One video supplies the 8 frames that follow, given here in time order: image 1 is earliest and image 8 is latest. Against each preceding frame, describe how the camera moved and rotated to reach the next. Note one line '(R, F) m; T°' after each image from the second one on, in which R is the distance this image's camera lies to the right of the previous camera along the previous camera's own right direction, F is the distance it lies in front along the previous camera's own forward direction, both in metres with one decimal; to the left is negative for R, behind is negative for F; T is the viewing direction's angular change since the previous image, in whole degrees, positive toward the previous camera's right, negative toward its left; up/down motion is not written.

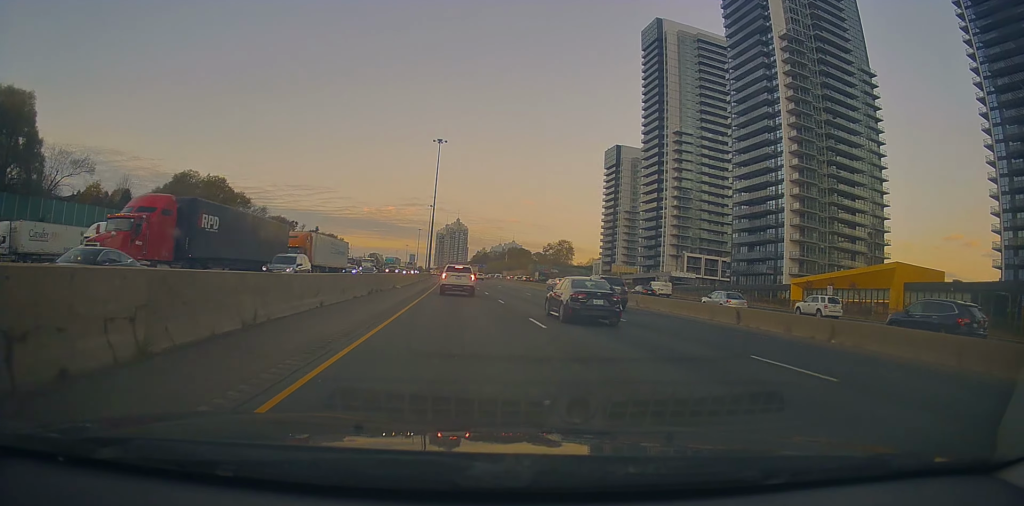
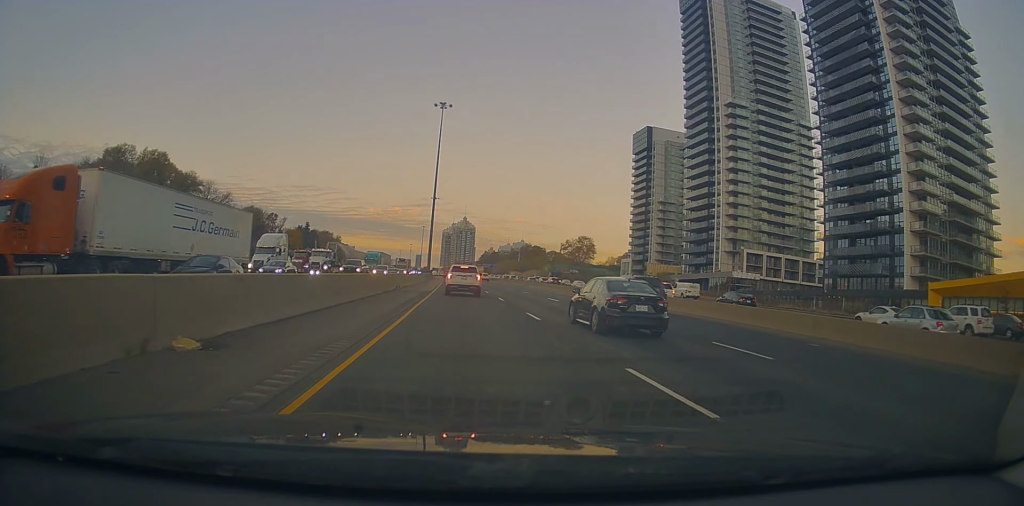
(-0.4, +33.7) m; -1°
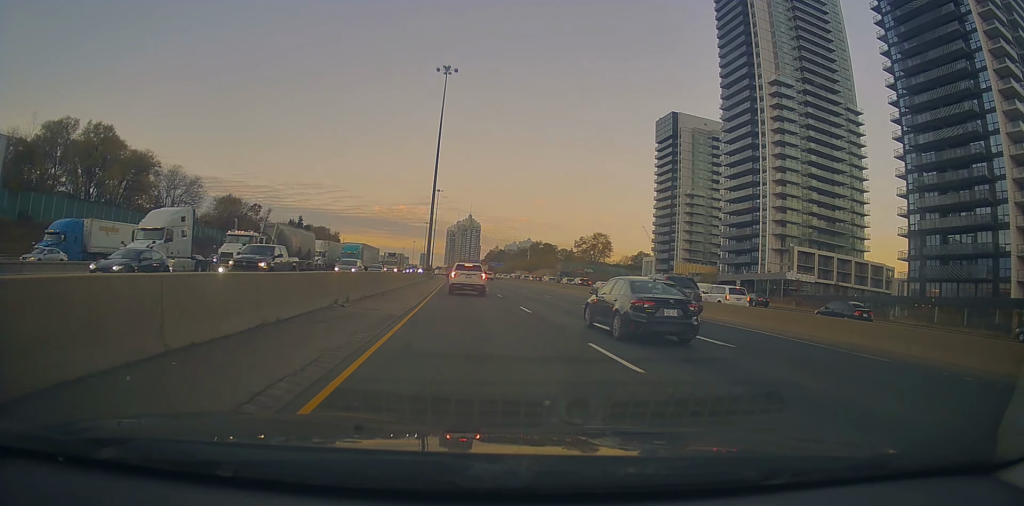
(0.0, +20.8) m; 0°
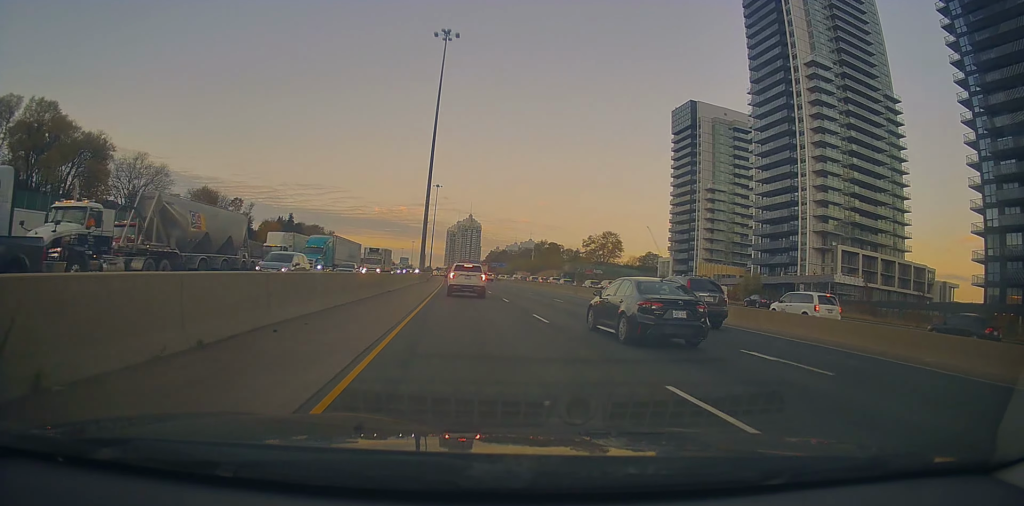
(+0.2, +15.8) m; 0°
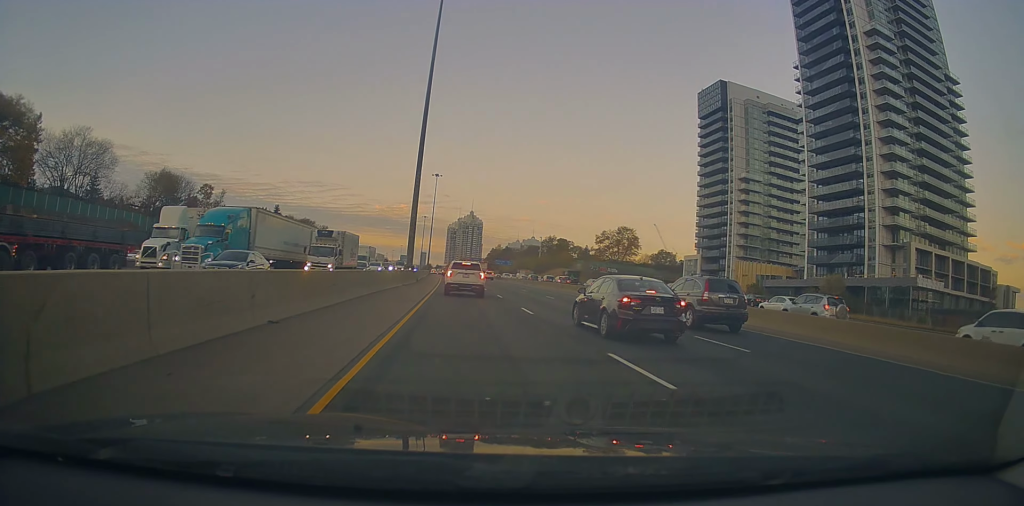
(-0.1, +20.3) m; -1°
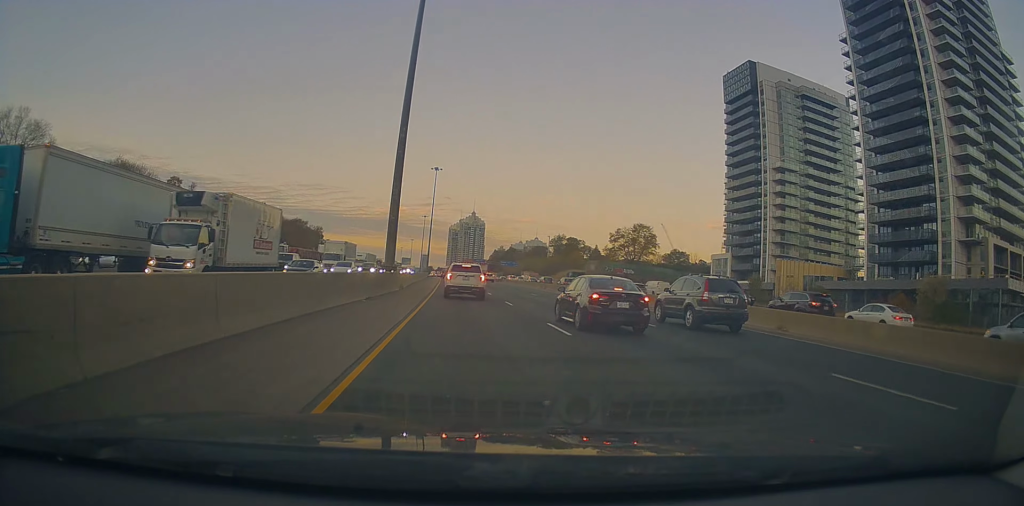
(-0.1, +17.6) m; 0°
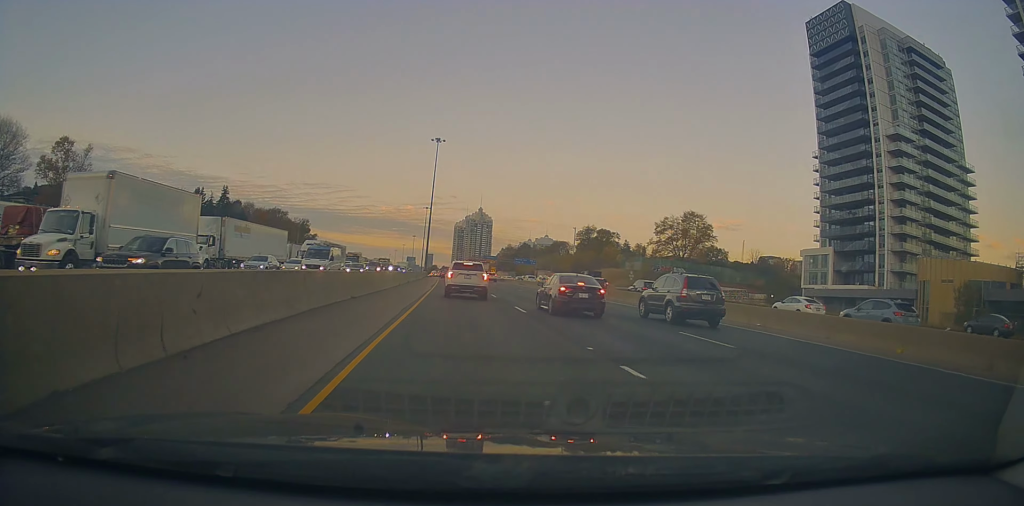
(-0.2, +40.9) m; -1°
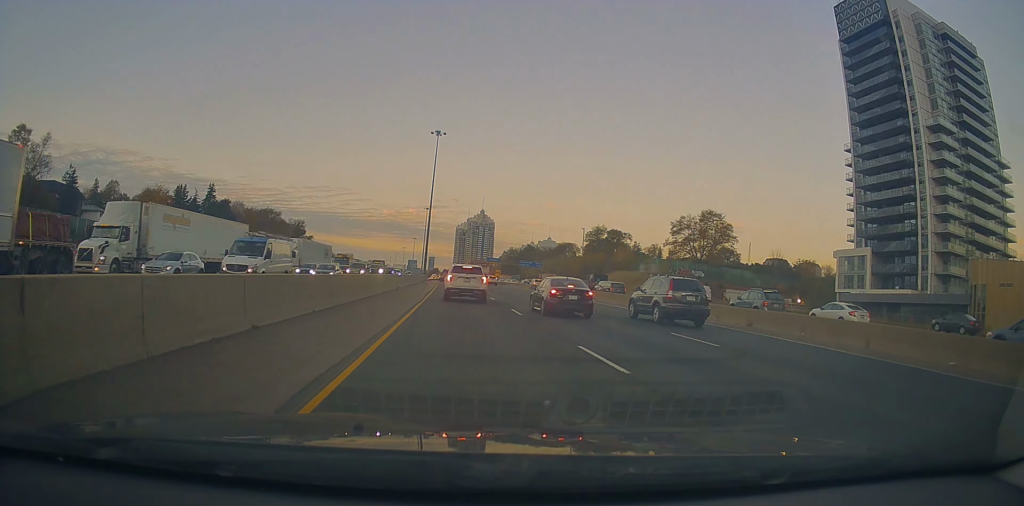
(0.0, +11.3) m; 0°
